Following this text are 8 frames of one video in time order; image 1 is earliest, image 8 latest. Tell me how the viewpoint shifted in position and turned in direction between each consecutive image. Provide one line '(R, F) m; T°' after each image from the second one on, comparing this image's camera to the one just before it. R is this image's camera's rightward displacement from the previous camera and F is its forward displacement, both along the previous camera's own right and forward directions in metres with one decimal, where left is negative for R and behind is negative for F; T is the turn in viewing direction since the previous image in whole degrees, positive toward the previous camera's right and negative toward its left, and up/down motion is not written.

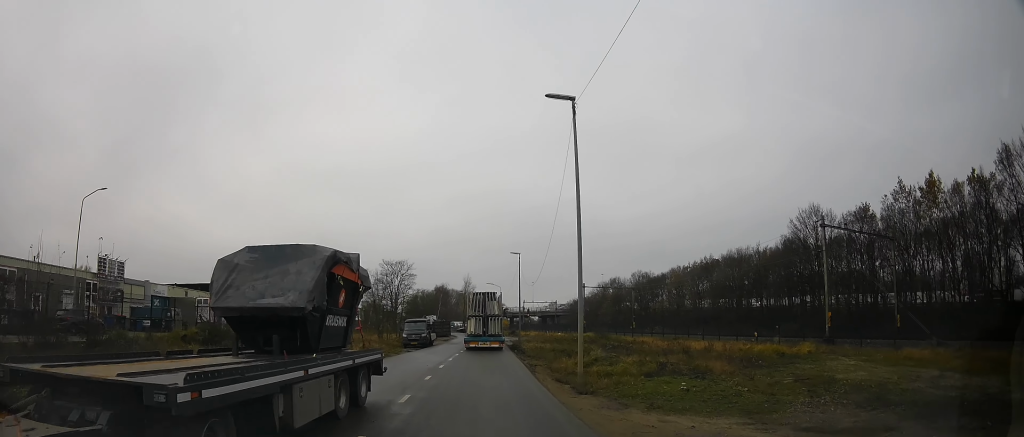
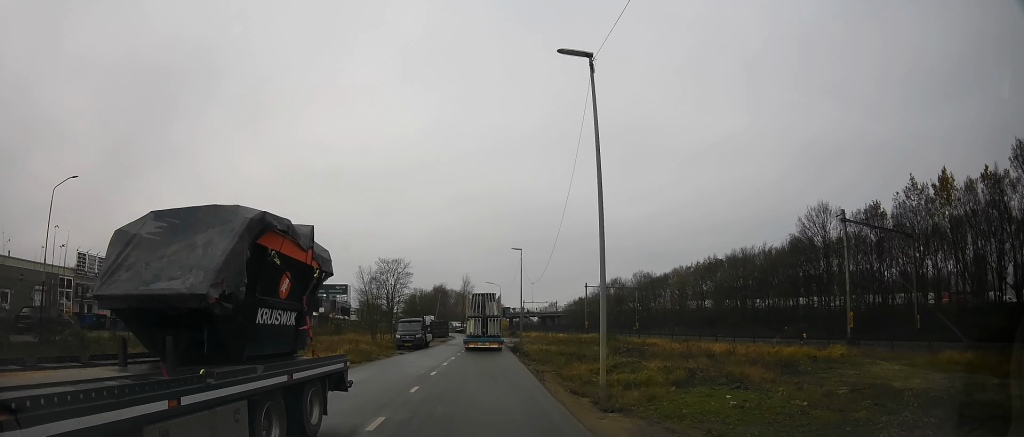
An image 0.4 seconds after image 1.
(0.0, +2.6) m; 0°
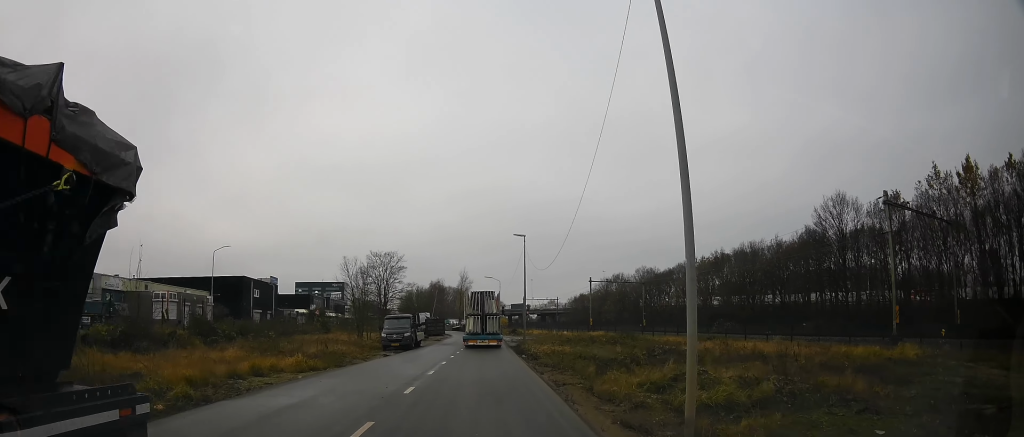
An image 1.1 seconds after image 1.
(0.0, +4.7) m; 0°
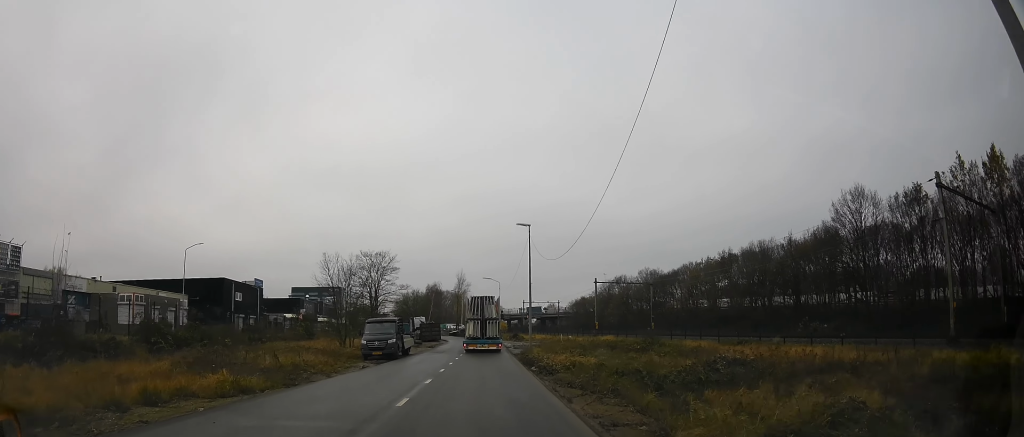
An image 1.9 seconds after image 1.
(0.0, +4.9) m; 0°
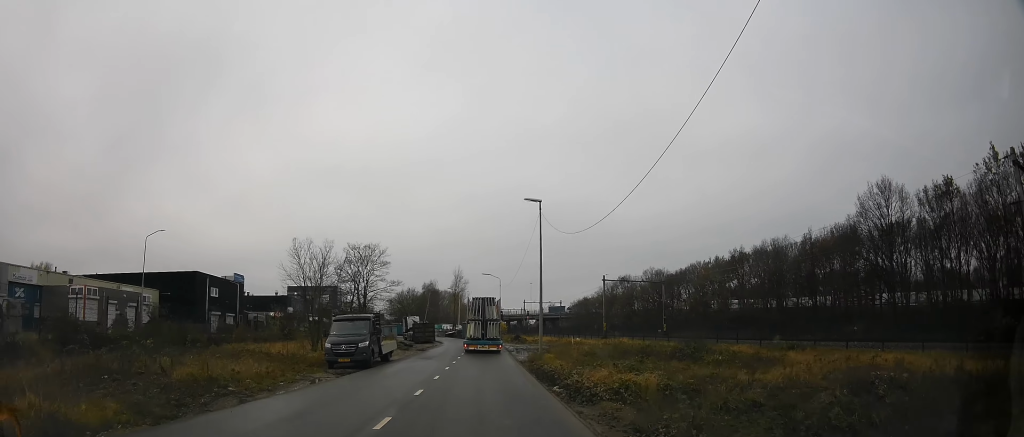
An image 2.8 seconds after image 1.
(0.0, +5.9) m; 0°
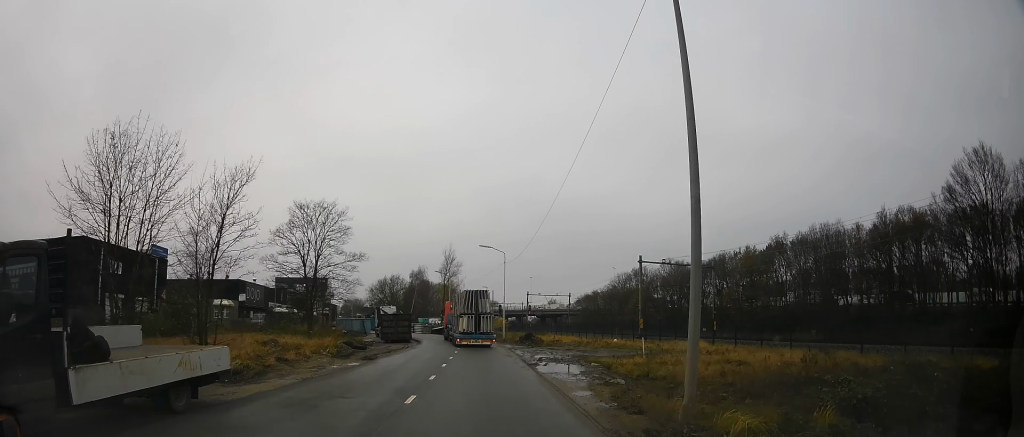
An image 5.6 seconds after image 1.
(0.0, +17.7) m; 0°
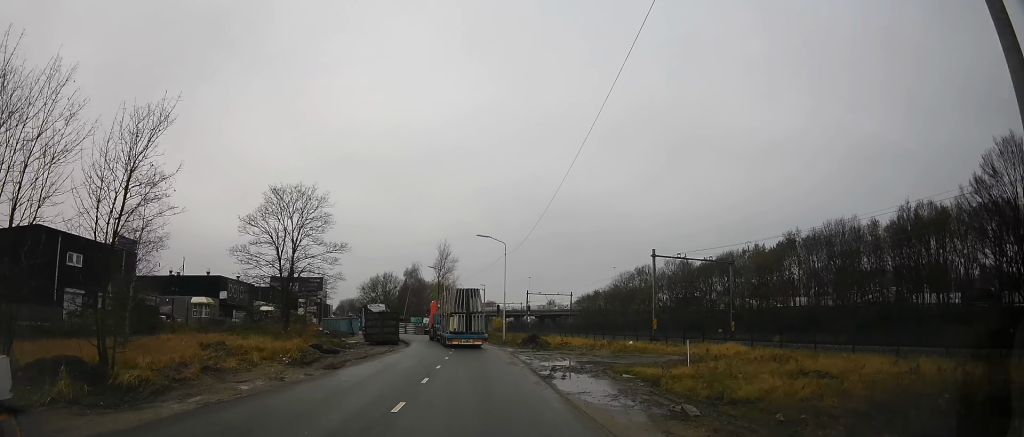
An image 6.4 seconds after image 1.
(0.0, +5.0) m; 0°
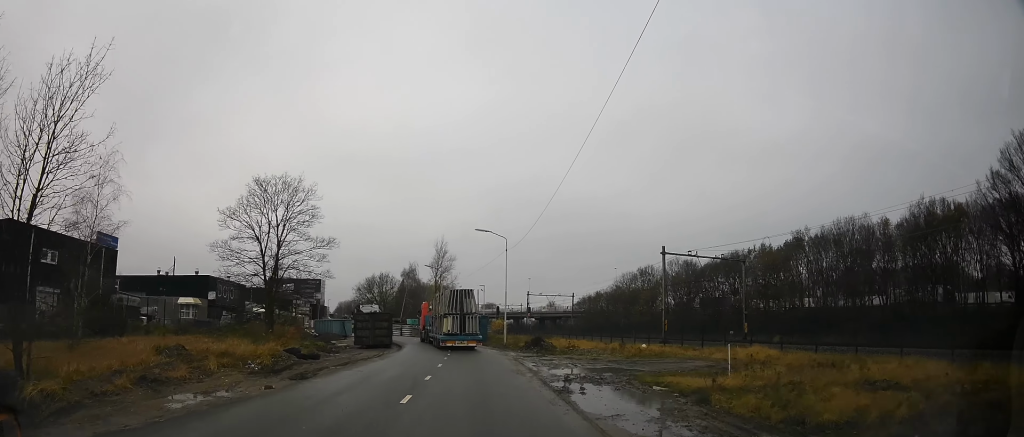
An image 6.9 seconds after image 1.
(0.0, +2.9) m; 0°
